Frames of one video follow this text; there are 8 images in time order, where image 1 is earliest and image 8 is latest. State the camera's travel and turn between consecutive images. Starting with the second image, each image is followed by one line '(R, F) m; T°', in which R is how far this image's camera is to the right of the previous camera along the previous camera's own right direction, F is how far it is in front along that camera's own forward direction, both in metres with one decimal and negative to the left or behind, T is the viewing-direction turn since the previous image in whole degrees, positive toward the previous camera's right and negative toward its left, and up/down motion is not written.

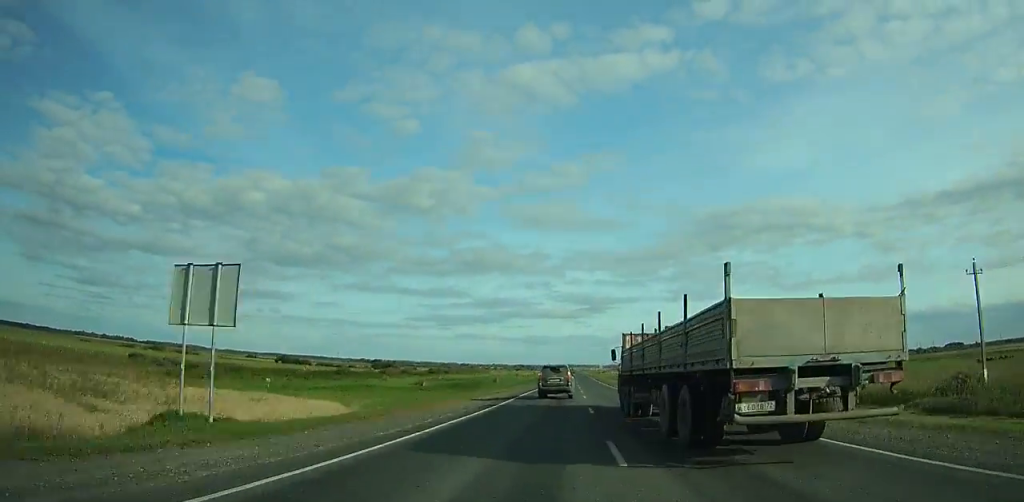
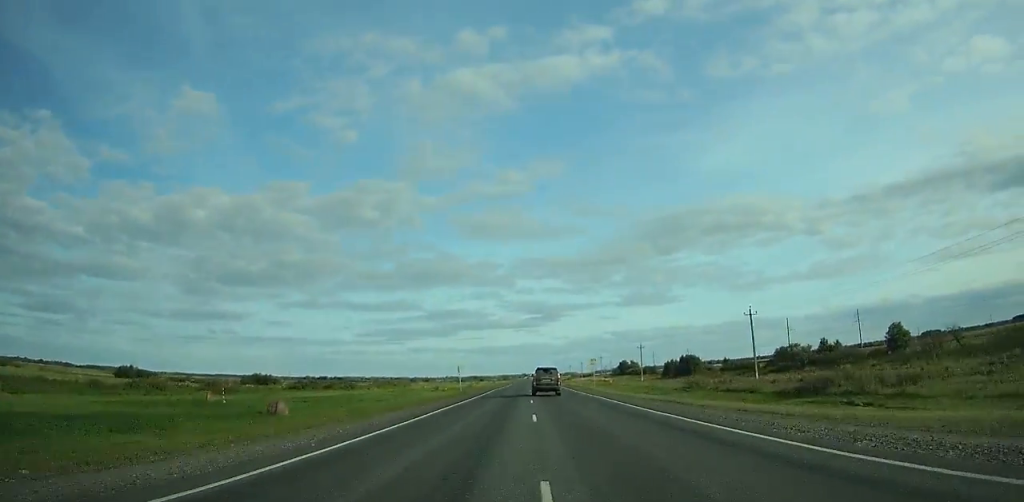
(+2.9, +97.7) m; +1°
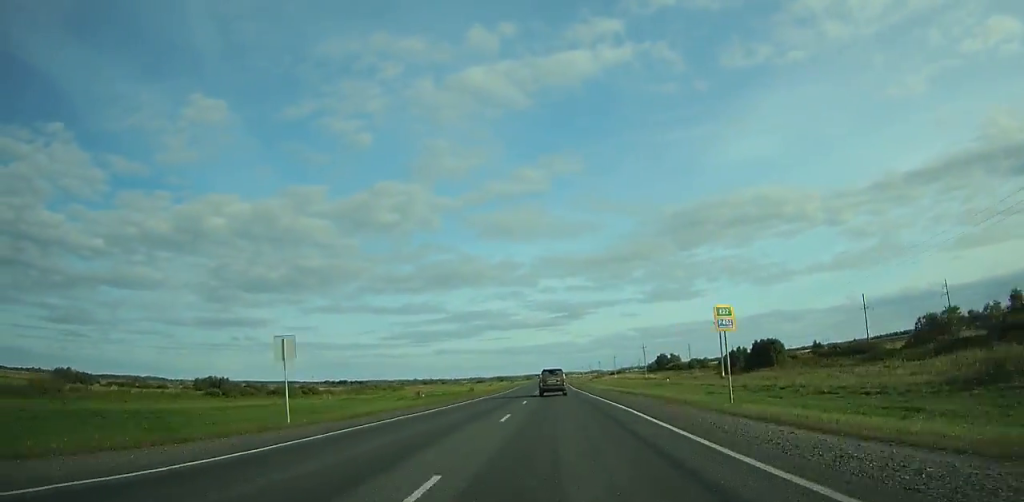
(-0.3, +45.8) m; -1°
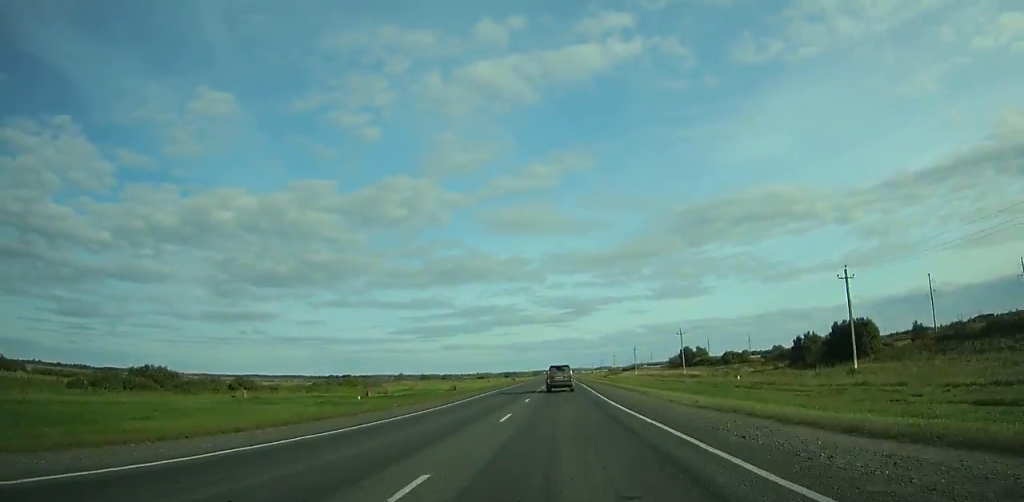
(+0.2, +35.6) m; 0°
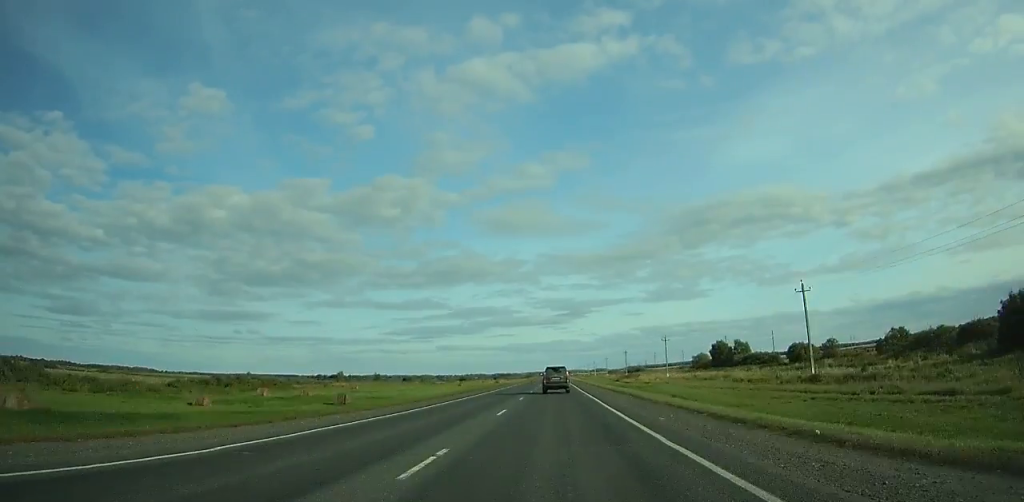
(-0.3, +56.1) m; 0°
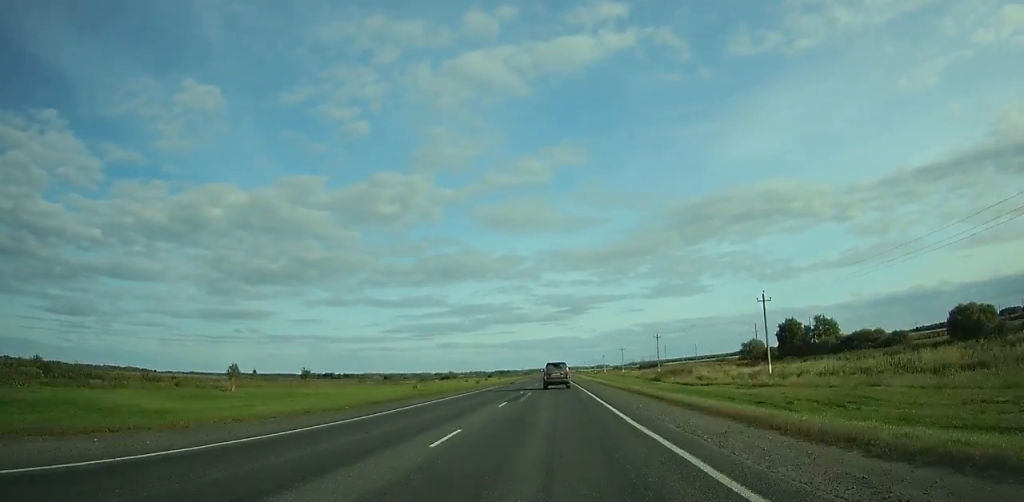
(-0.3, +56.7) m; 0°
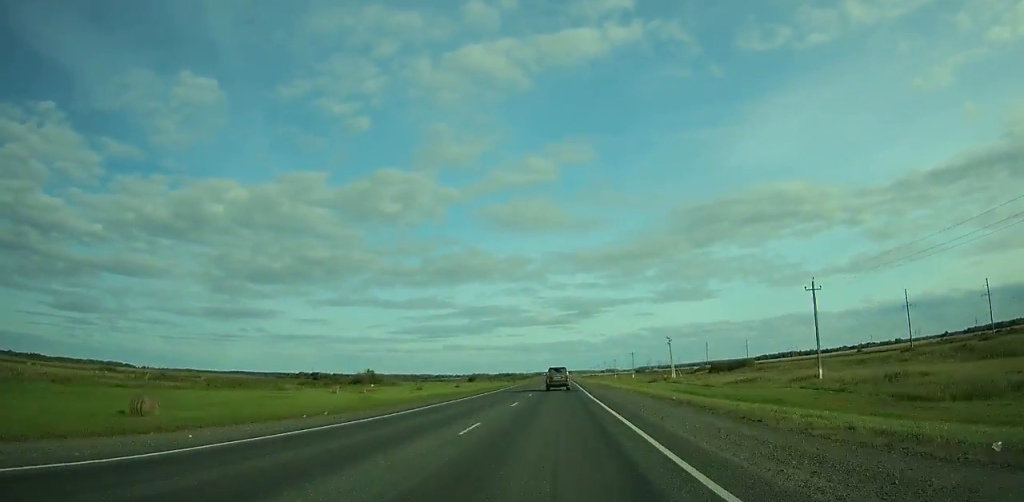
(-0.3, +143.0) m; 0°
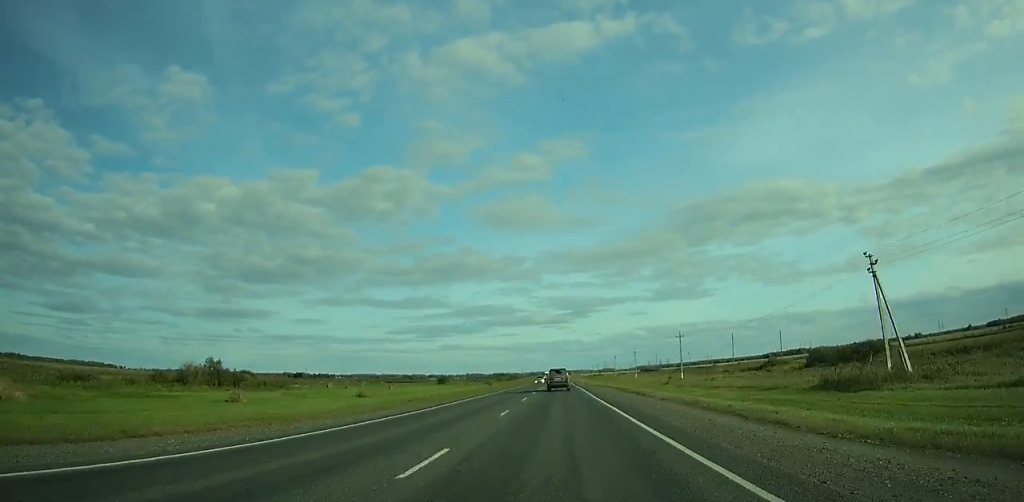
(-0.1, +77.5) m; 0°
